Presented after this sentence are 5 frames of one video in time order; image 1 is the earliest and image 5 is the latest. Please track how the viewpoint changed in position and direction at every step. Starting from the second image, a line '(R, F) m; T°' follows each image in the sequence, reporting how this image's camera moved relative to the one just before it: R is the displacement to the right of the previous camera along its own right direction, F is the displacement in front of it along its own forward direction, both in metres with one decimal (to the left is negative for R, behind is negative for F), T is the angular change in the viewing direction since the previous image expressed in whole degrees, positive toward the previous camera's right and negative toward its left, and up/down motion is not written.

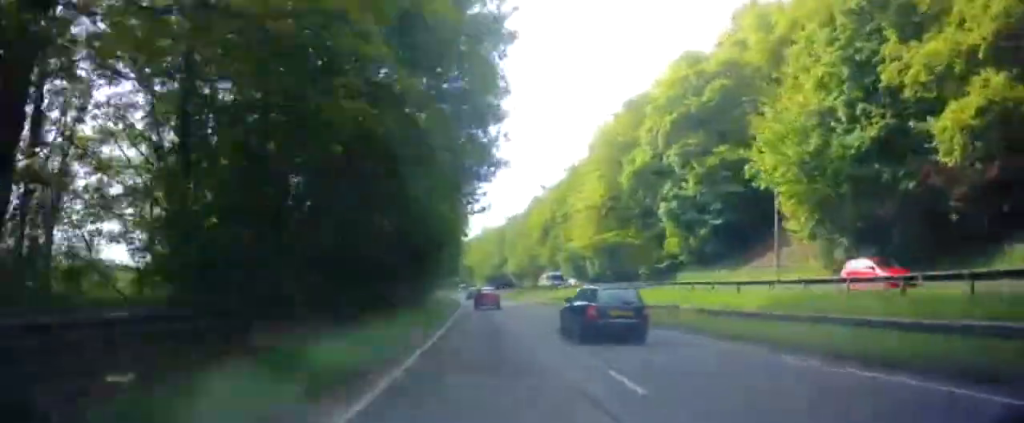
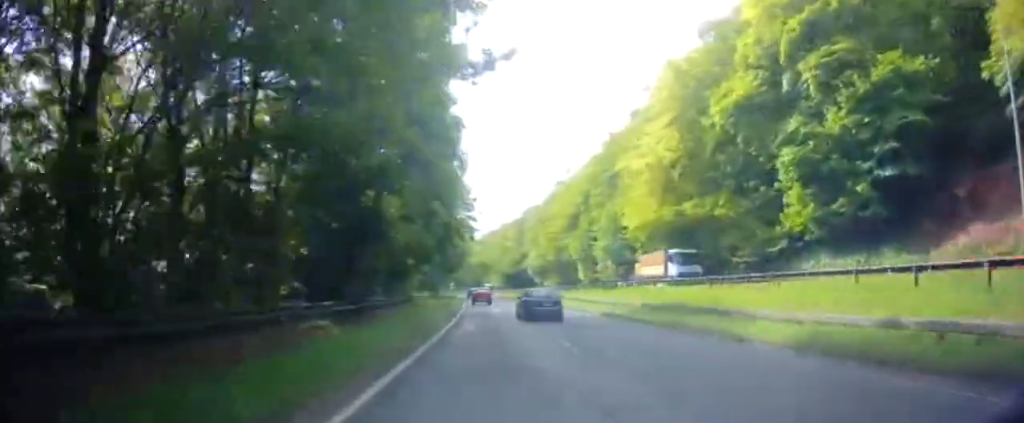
(+0.2, +21.9) m; +2°
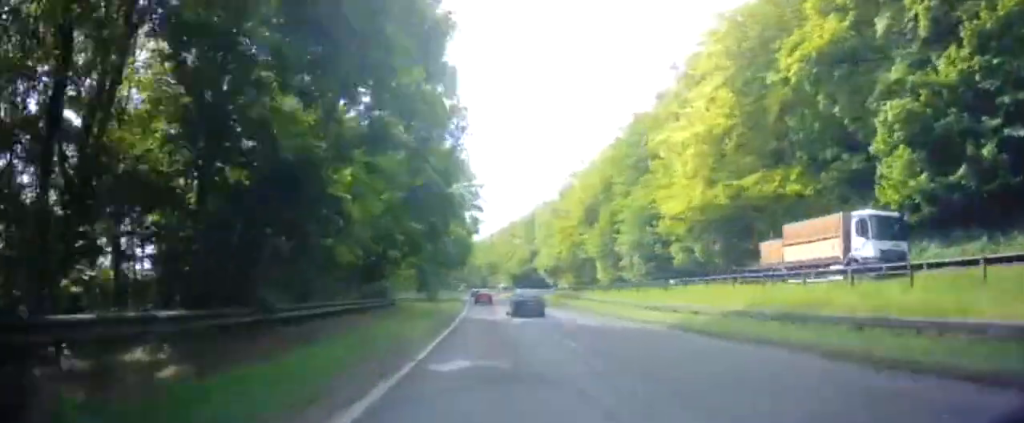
(+0.2, +9.4) m; -1°
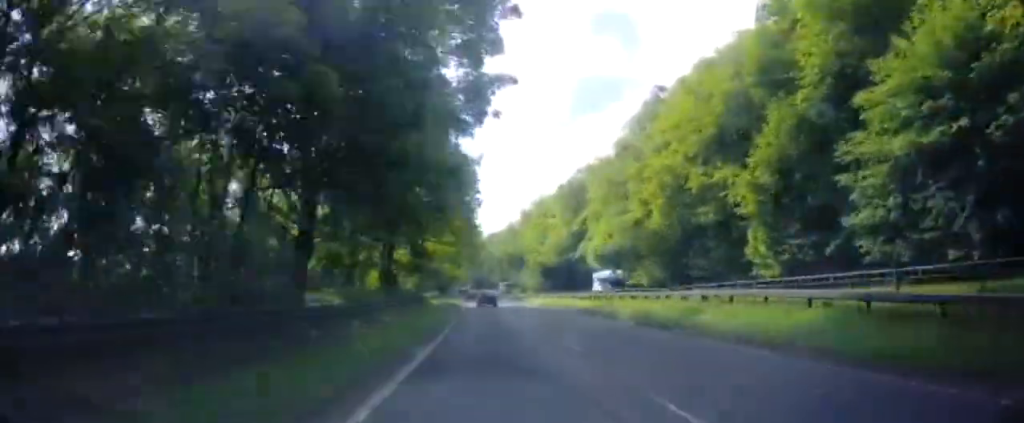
(-2.5, +42.5) m; -4°
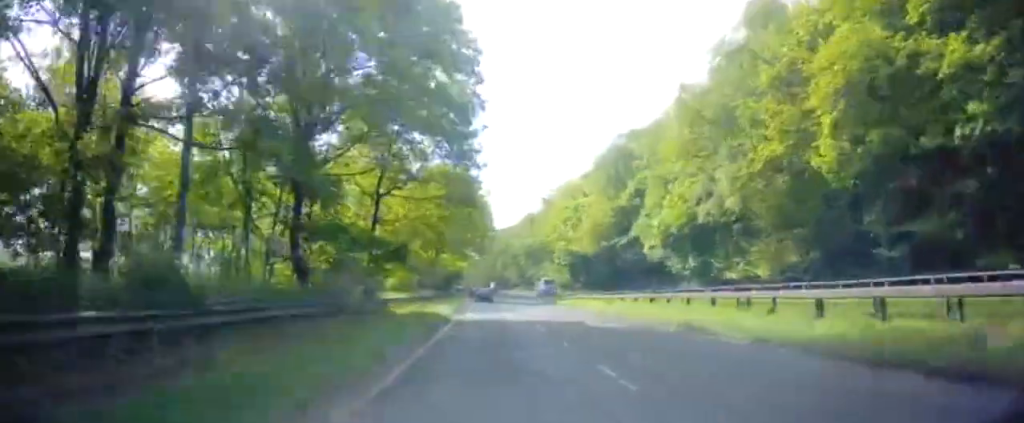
(-0.3, +24.8) m; -2°
